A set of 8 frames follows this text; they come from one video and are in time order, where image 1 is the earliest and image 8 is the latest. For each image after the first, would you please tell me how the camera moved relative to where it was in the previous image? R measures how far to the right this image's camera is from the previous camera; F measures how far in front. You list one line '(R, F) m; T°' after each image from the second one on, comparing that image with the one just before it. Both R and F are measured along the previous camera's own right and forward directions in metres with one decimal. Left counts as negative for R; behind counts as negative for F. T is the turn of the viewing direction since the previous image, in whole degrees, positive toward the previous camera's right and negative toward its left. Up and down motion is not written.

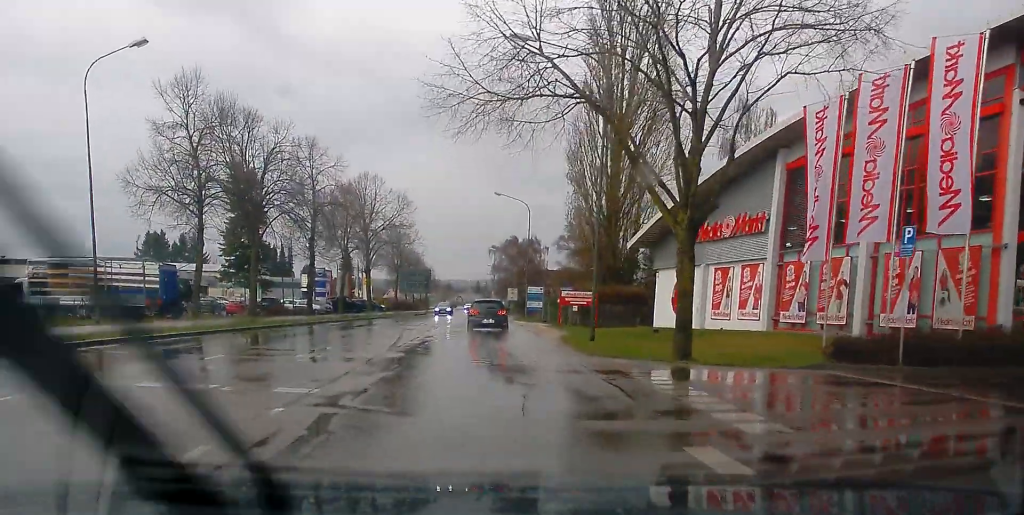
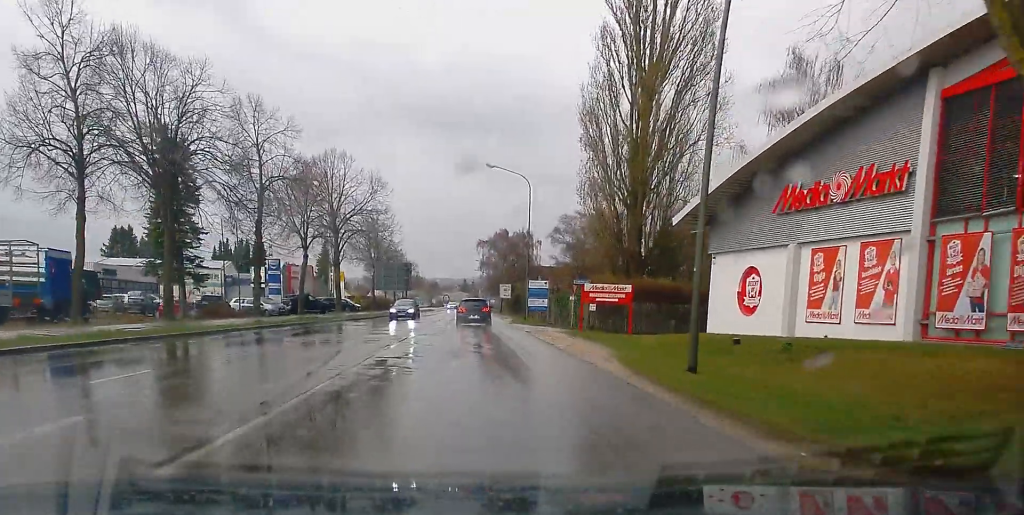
(+0.3, +13.4) m; +1°
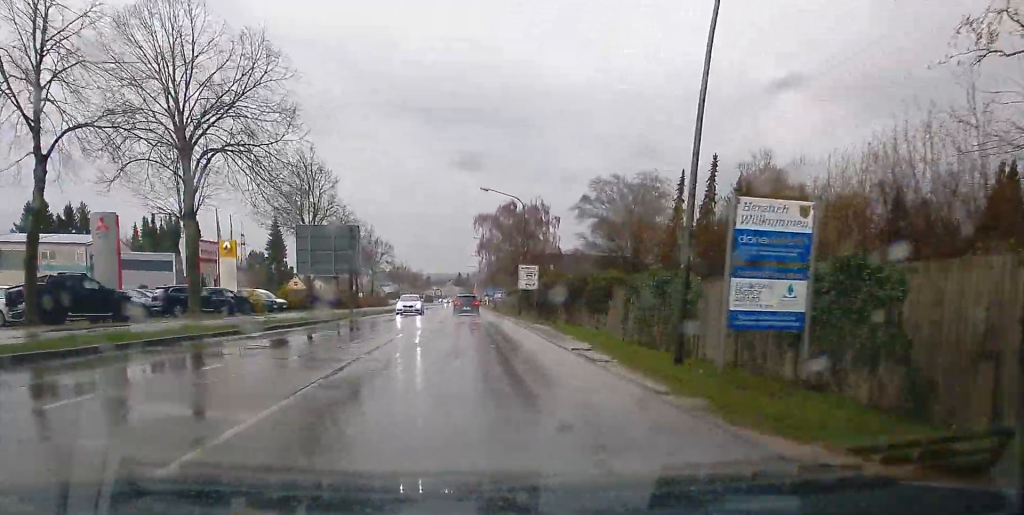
(0.0, +39.8) m; +1°
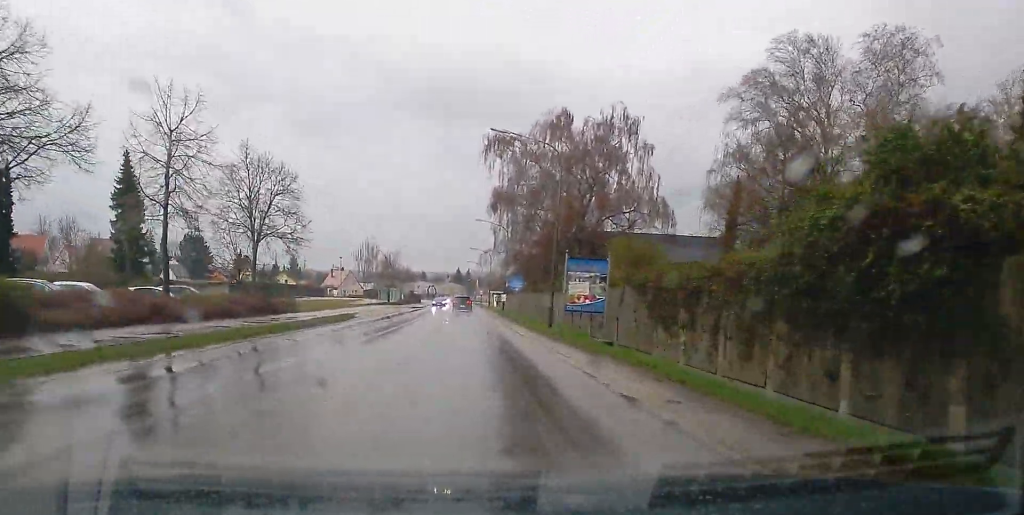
(+0.2, +58.4) m; 0°
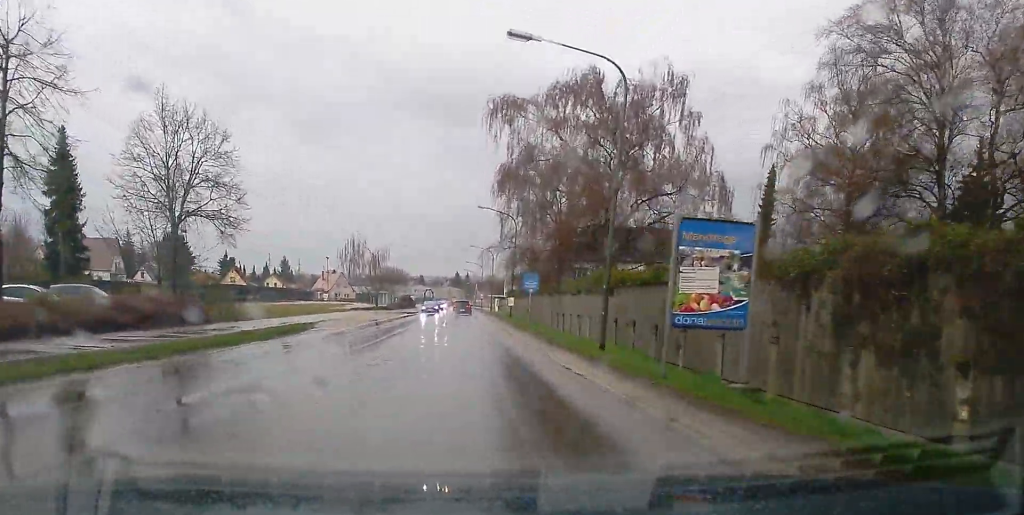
(0.0, +13.7) m; 0°
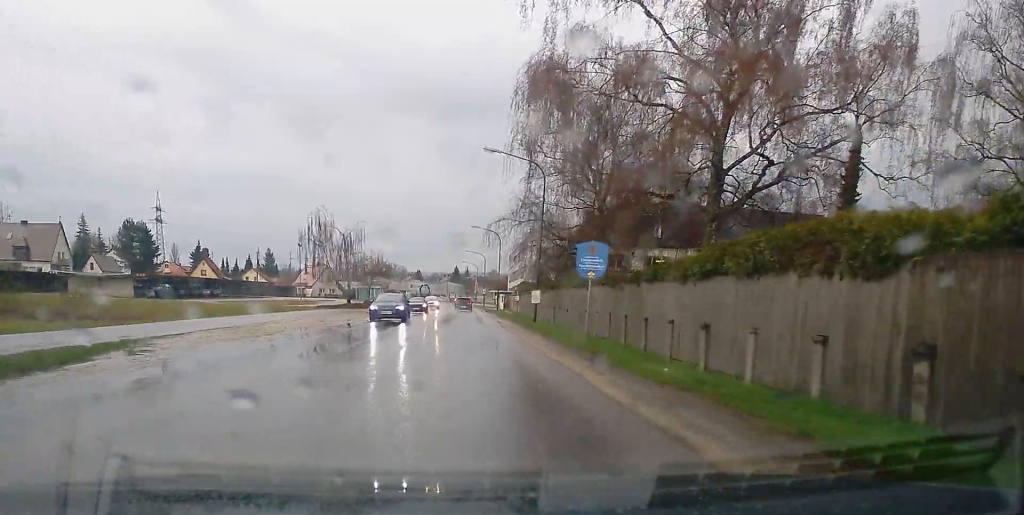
(0.0, +22.9) m; 0°
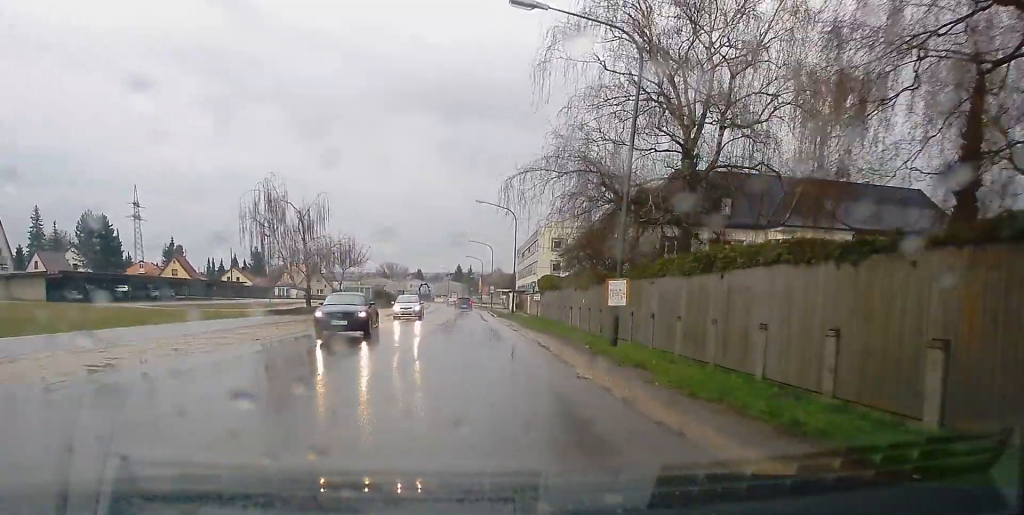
(+0.1, +20.9) m; 0°
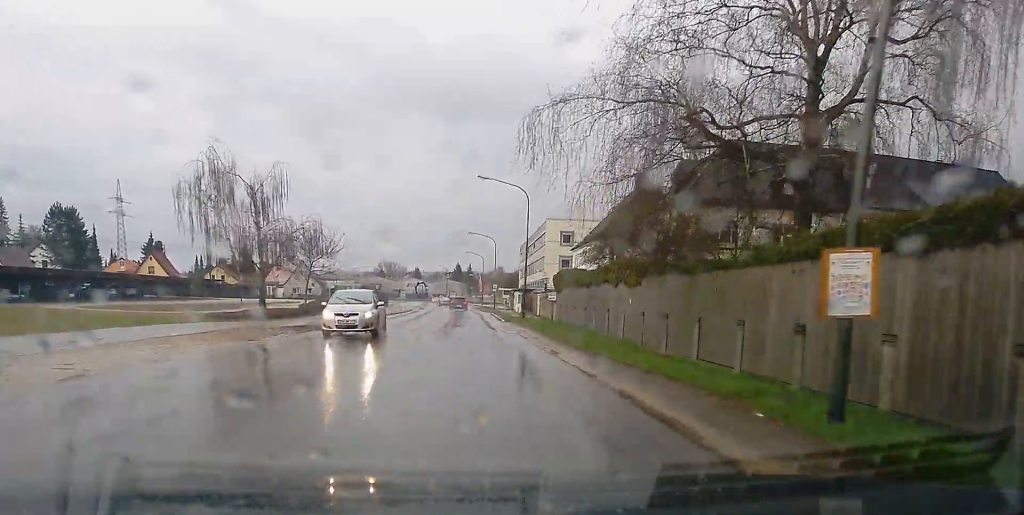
(-0.1, +12.0) m; 0°
